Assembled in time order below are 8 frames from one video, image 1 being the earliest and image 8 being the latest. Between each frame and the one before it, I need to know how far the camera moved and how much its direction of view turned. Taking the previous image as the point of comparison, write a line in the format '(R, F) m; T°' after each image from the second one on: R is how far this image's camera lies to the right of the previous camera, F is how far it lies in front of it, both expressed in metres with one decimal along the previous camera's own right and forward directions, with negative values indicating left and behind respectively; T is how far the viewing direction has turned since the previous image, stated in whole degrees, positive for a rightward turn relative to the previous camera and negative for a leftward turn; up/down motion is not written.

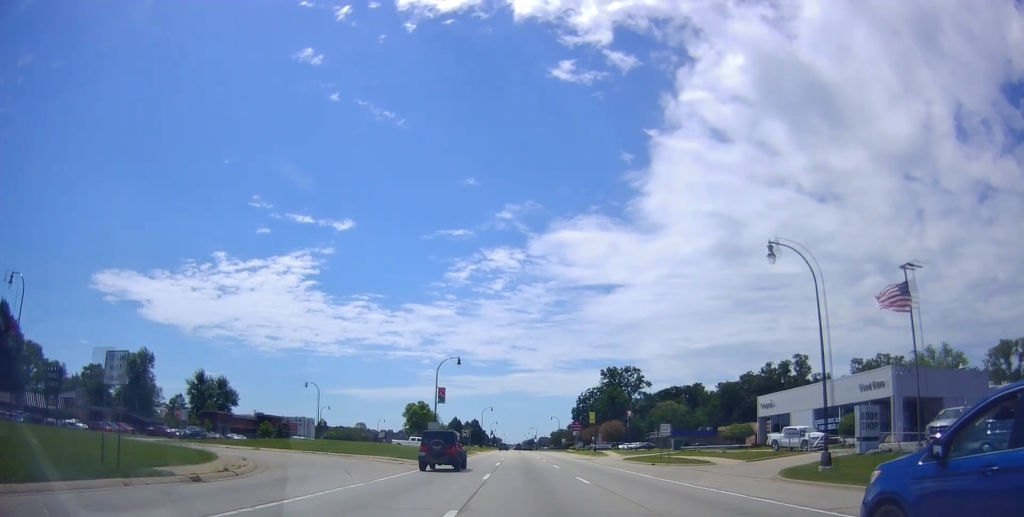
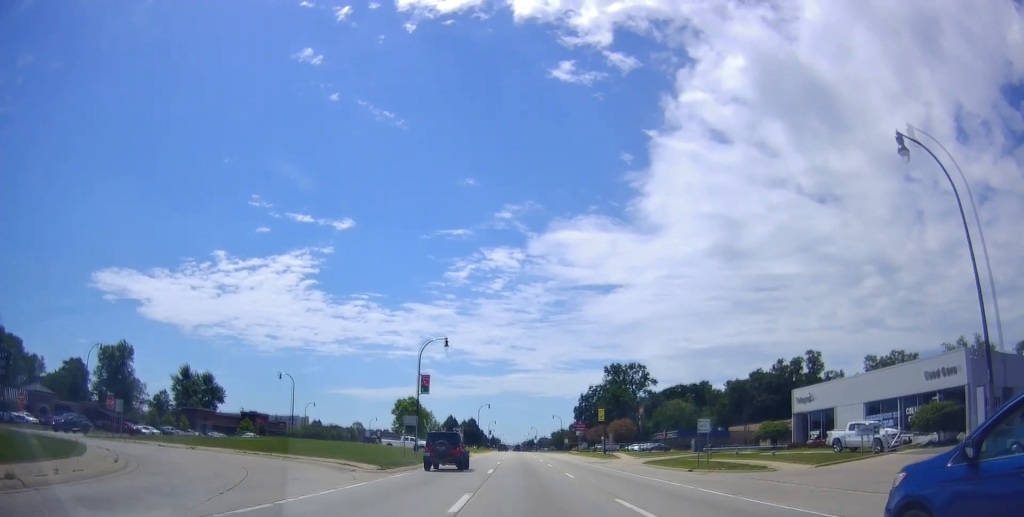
(+0.1, +10.2) m; +1°
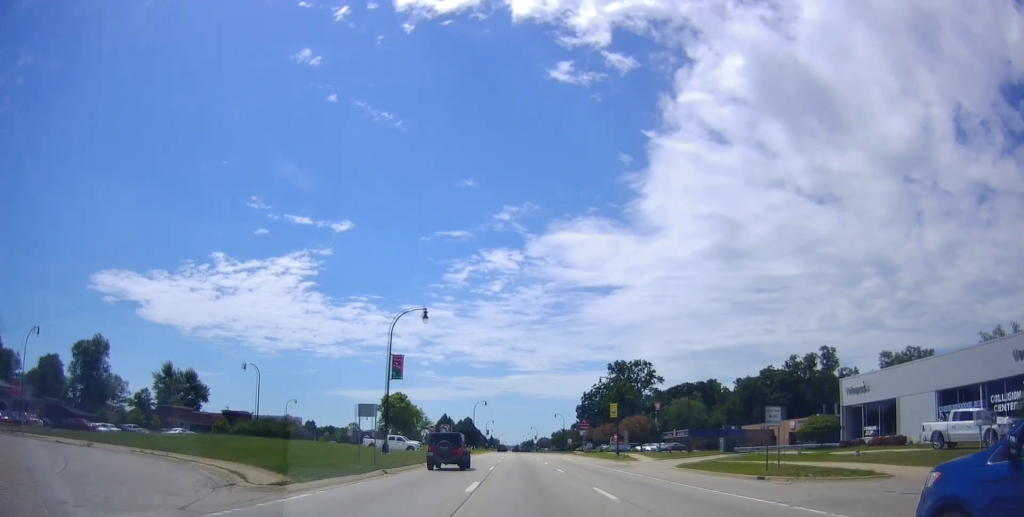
(0.0, +10.8) m; 0°
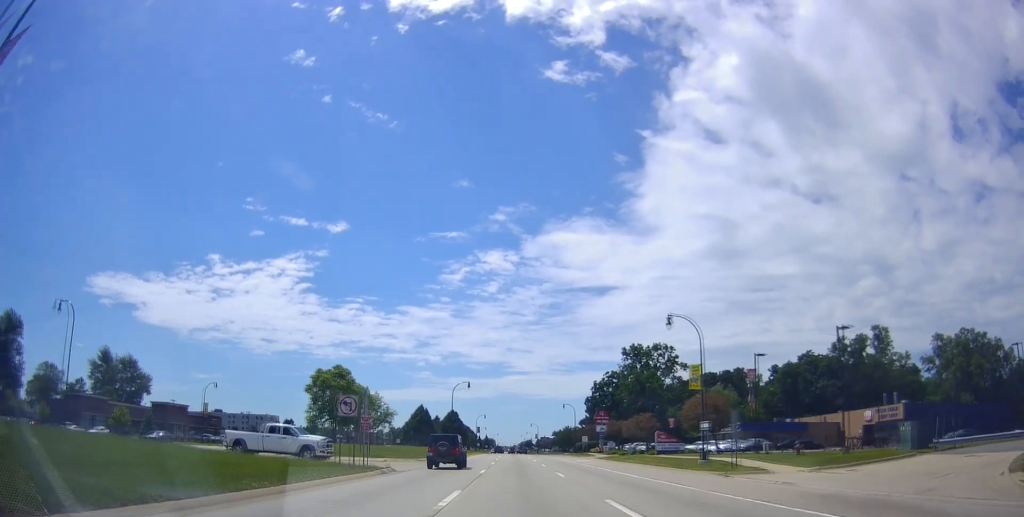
(-0.5, +33.5) m; -1°
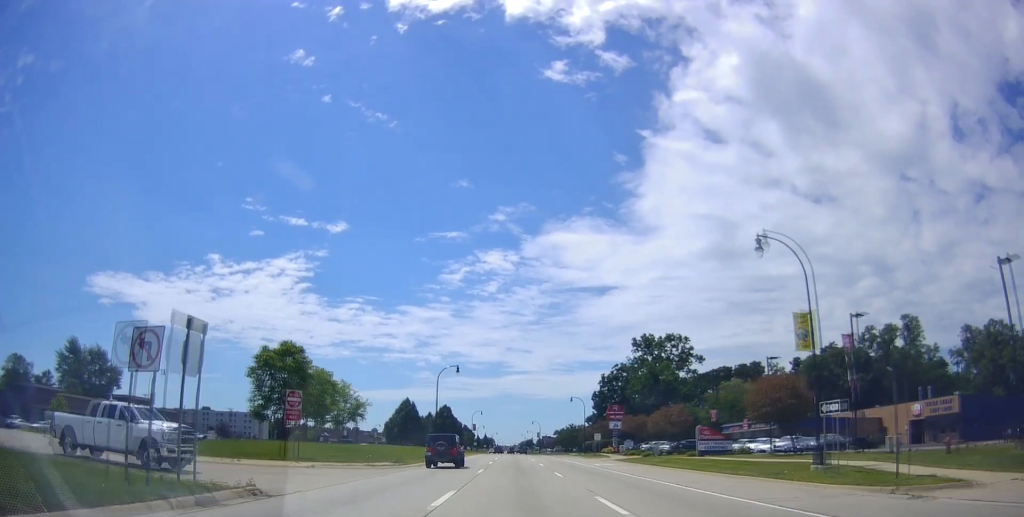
(0.0, +15.2) m; 0°
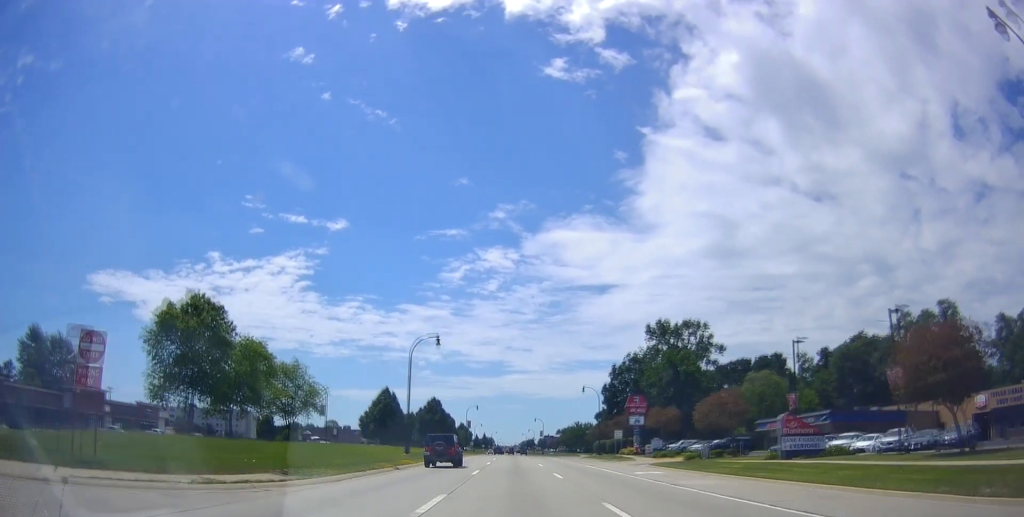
(+0.2, +16.5) m; +1°
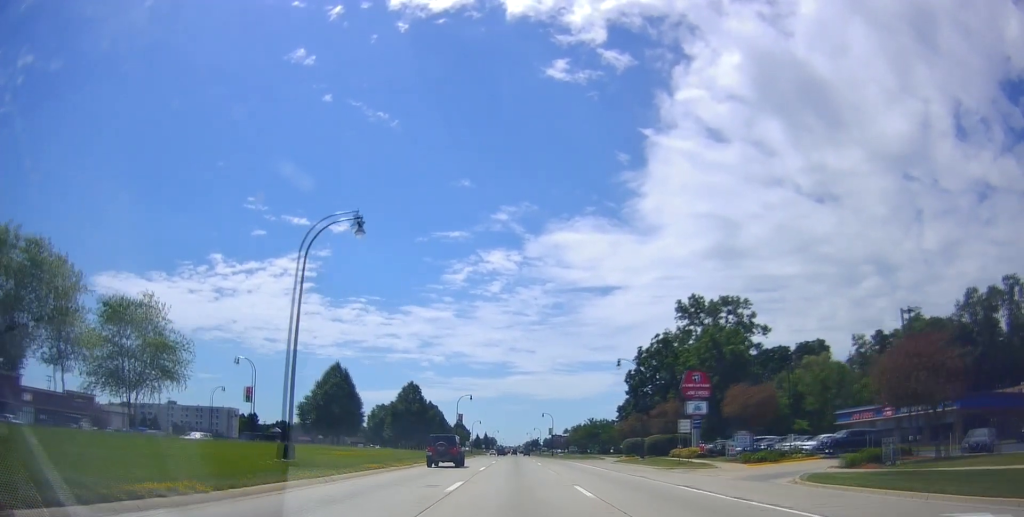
(0.0, +24.9) m; 0°
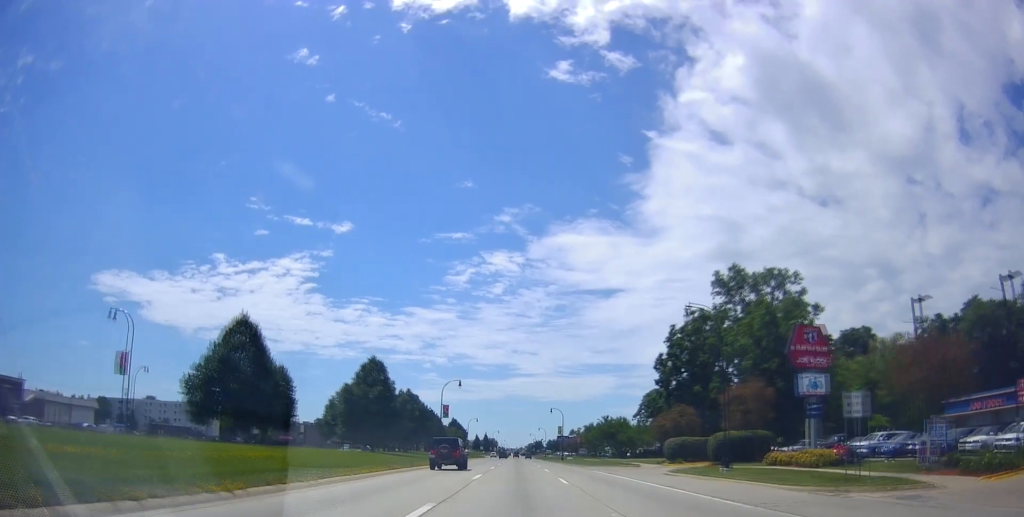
(0.0, +21.7) m; -1°
